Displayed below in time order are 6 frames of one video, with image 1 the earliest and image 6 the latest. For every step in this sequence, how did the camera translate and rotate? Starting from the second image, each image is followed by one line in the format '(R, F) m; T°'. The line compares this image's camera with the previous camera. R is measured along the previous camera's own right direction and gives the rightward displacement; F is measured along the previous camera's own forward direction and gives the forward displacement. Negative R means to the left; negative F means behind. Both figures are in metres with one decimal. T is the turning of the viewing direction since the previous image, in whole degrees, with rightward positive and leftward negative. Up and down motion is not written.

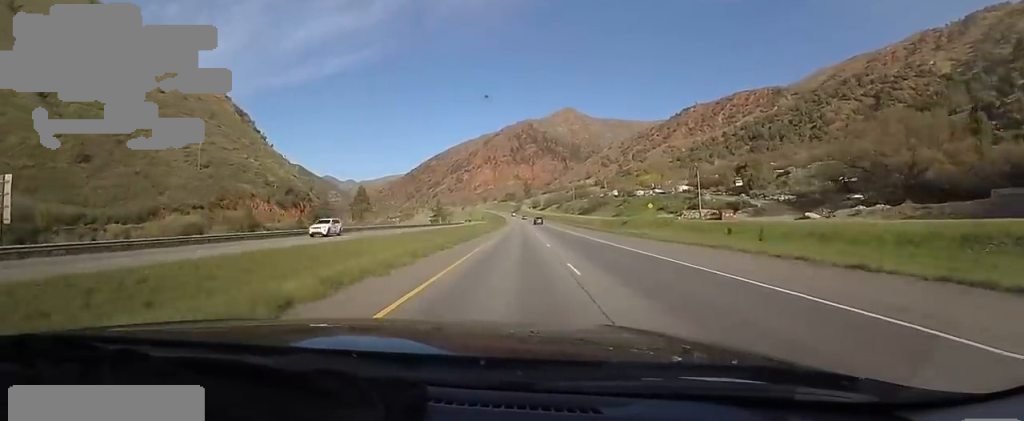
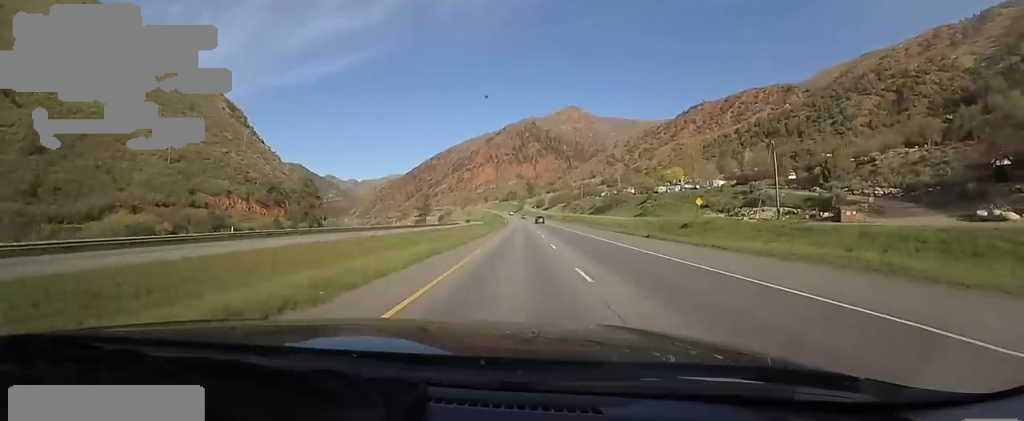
(0.0, +26.0) m; -2°
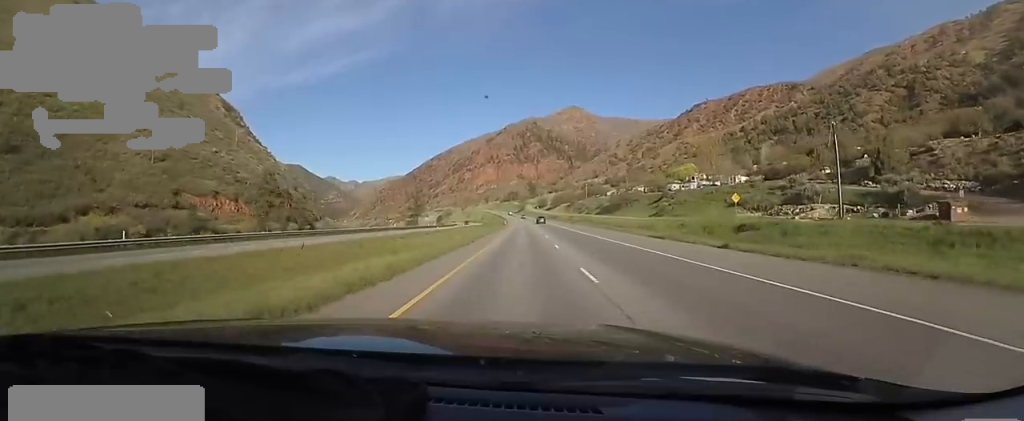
(+0.1, +12.5) m; -1°
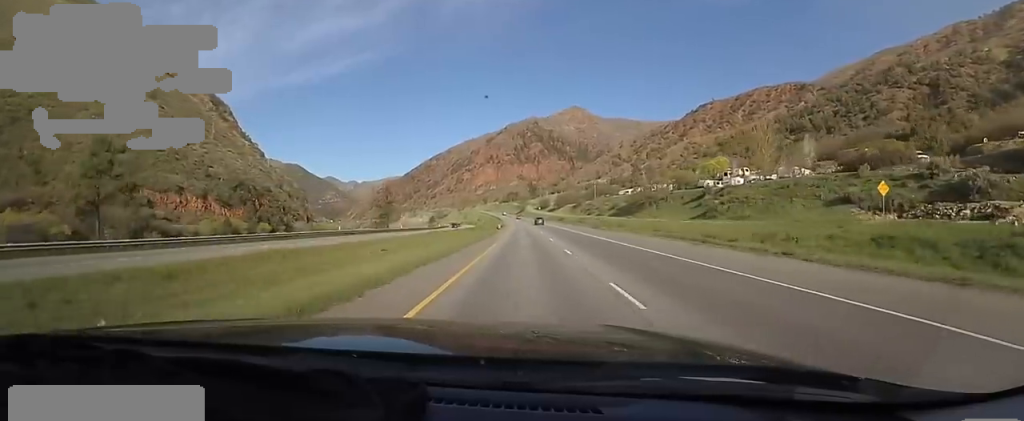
(-1.3, +27.1) m; 0°
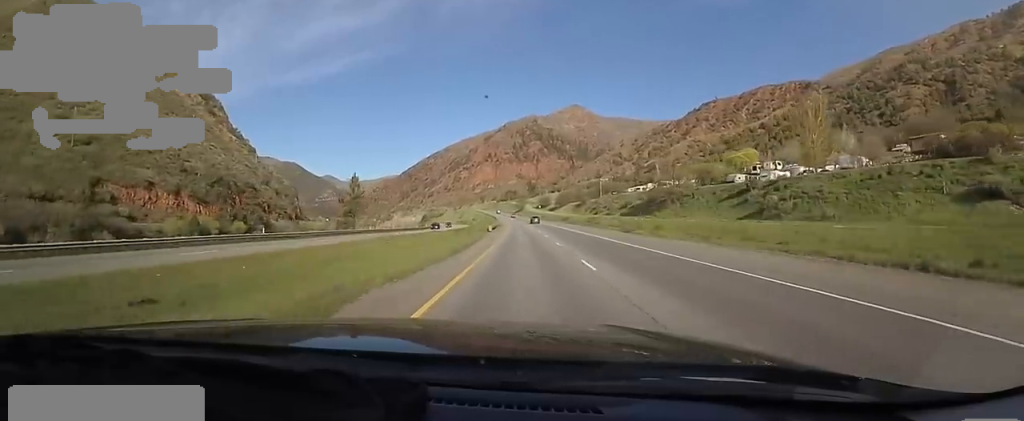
(+0.9, +18.9) m; +2°
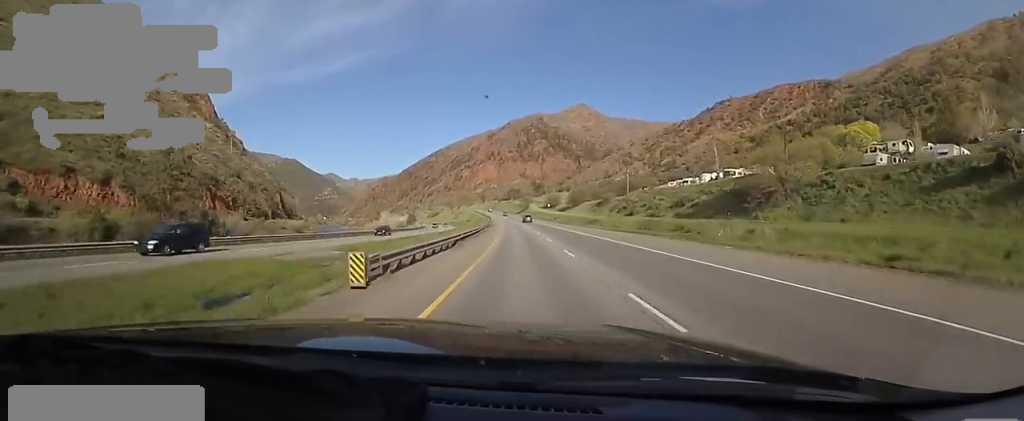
(+0.9, +44.1) m; +1°
